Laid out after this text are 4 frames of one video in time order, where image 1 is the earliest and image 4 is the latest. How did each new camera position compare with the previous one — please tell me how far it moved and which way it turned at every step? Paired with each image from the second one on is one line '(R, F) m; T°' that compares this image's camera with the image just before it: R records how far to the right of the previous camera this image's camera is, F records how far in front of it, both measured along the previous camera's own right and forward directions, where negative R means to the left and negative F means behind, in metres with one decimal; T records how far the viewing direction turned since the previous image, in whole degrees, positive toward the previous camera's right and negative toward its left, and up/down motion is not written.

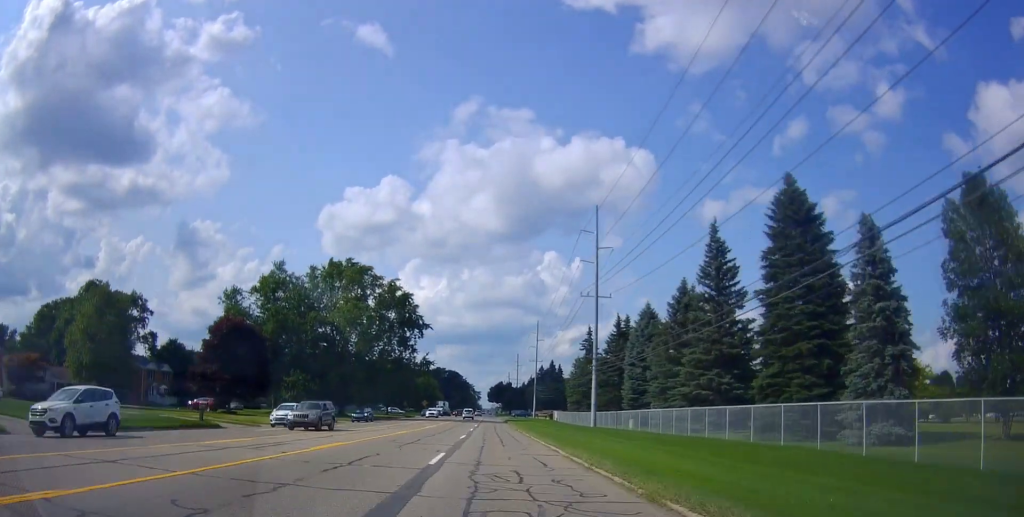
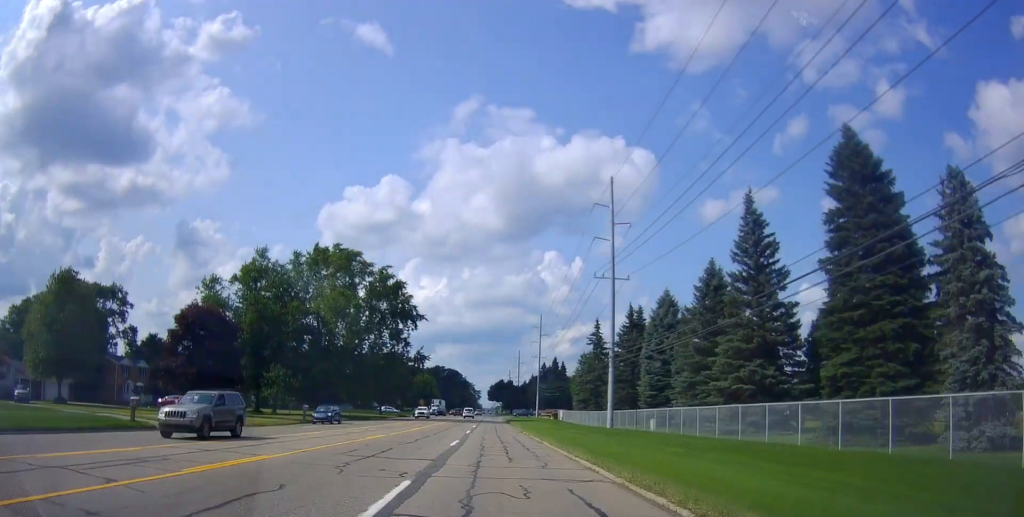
(-0.1, +7.8) m; 0°
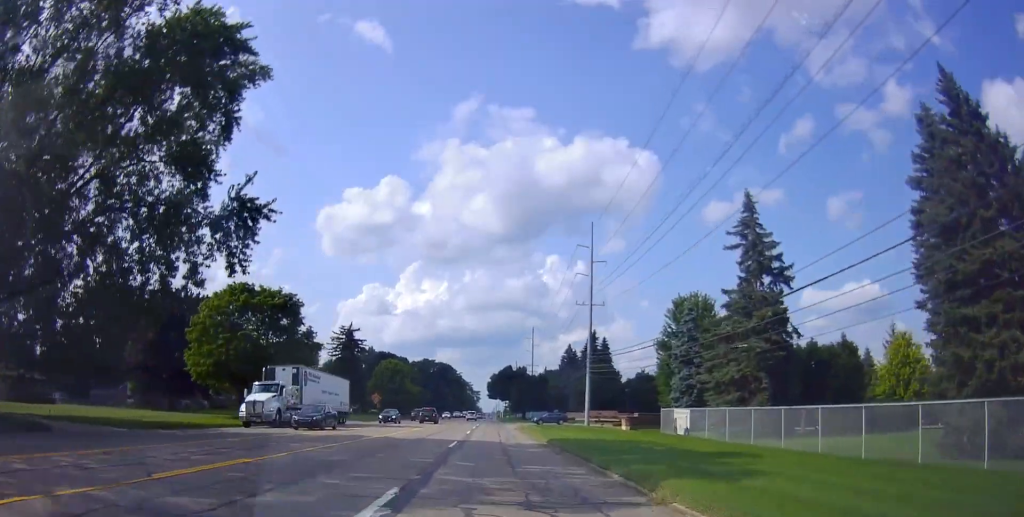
(+1.1, +63.2) m; -1°
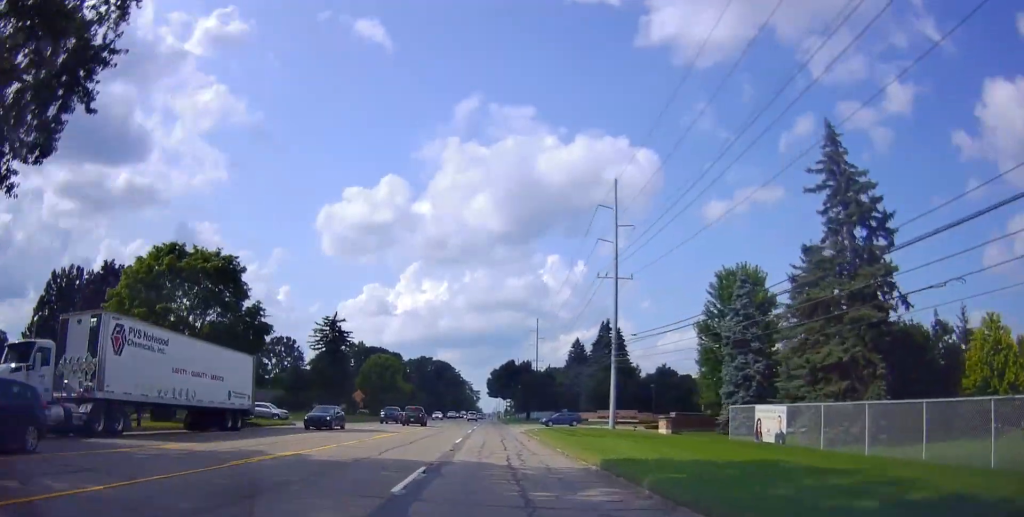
(-0.5, +12.5) m; 0°
